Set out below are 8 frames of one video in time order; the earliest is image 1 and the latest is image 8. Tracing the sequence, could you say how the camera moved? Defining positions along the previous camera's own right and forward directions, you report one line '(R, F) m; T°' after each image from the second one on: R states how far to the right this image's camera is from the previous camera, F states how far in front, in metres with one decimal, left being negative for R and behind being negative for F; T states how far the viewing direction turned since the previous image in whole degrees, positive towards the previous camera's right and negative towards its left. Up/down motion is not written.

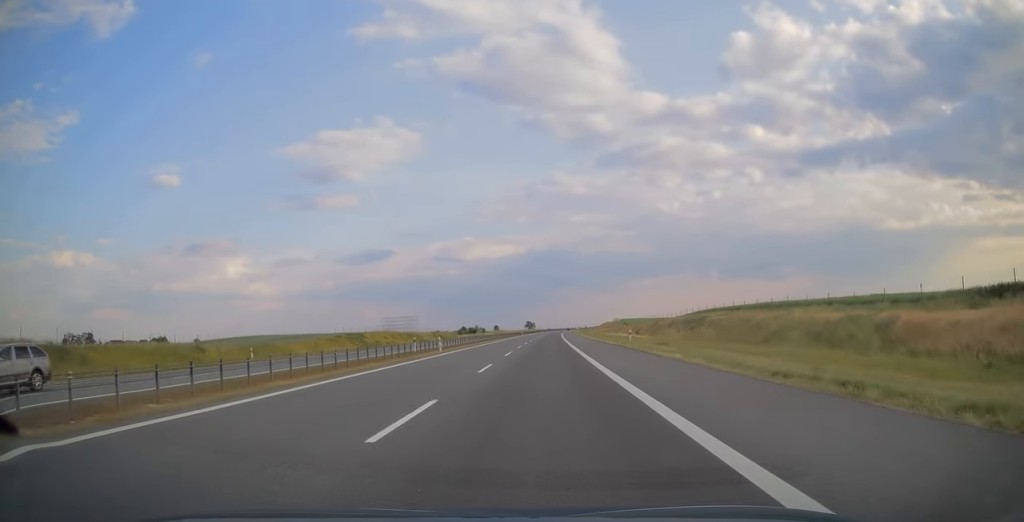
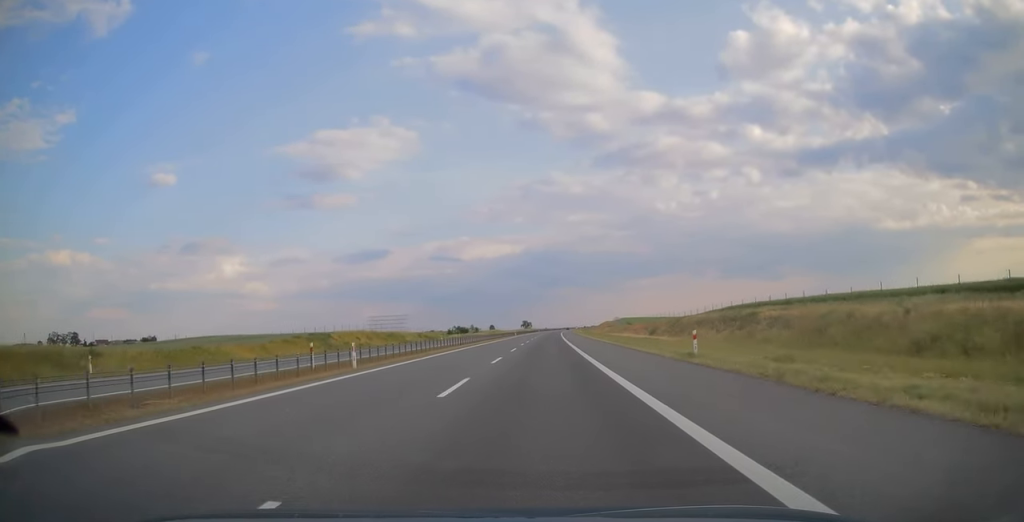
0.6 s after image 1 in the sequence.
(0.0, +19.1) m; 0°
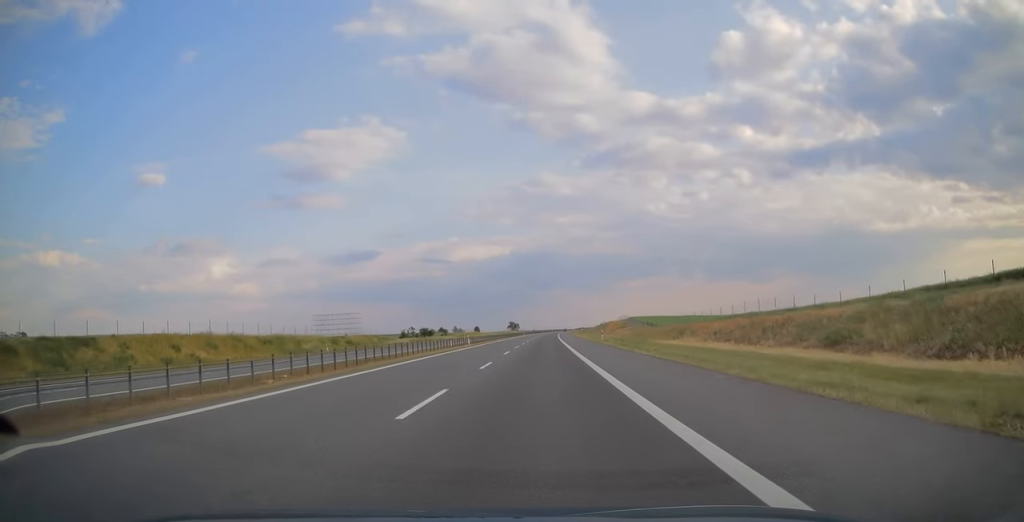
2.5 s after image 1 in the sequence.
(+0.5, +62.7) m; +1°
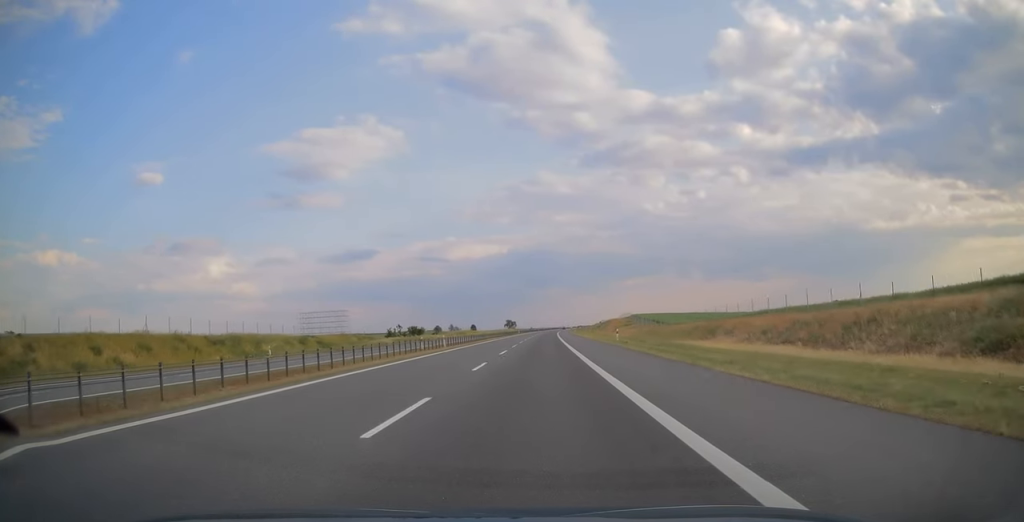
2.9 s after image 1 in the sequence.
(0.0, +13.6) m; 0°
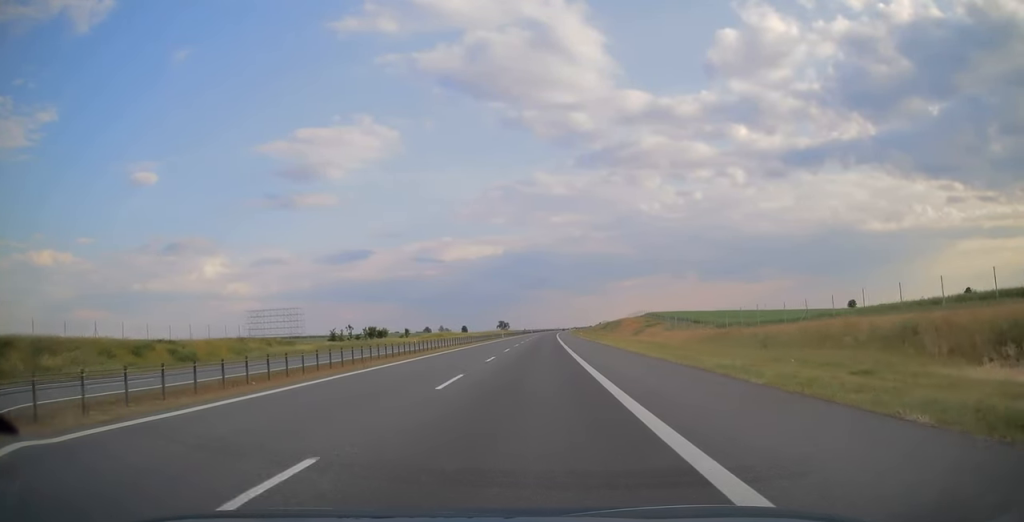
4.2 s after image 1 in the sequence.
(+0.2, +41.6) m; 0°
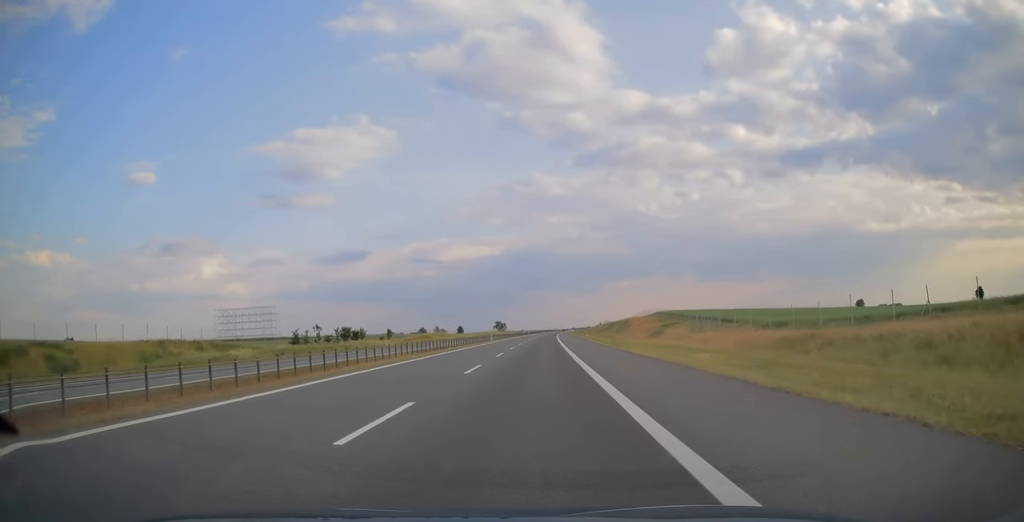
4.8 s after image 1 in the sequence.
(0.0, +18.6) m; 0°
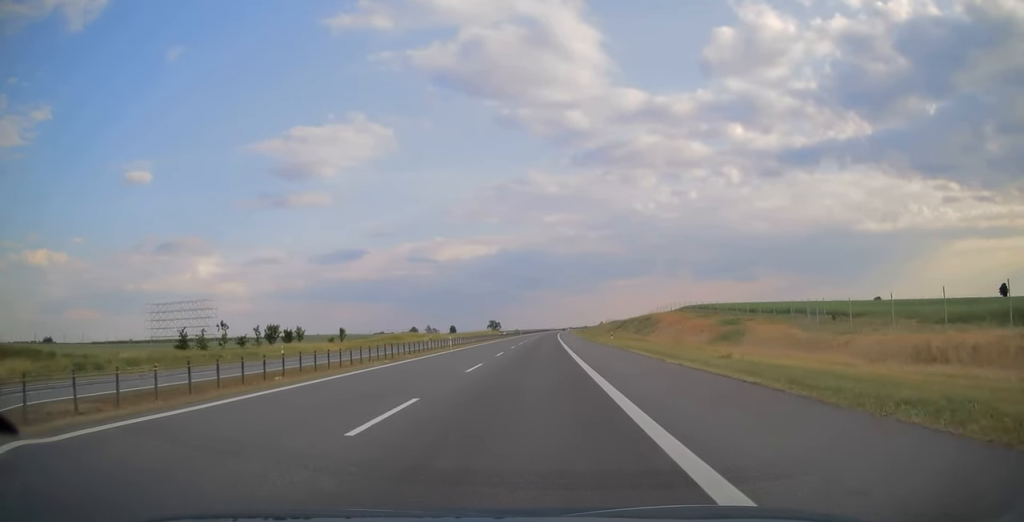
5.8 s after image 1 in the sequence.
(+0.2, +35.6) m; 0°
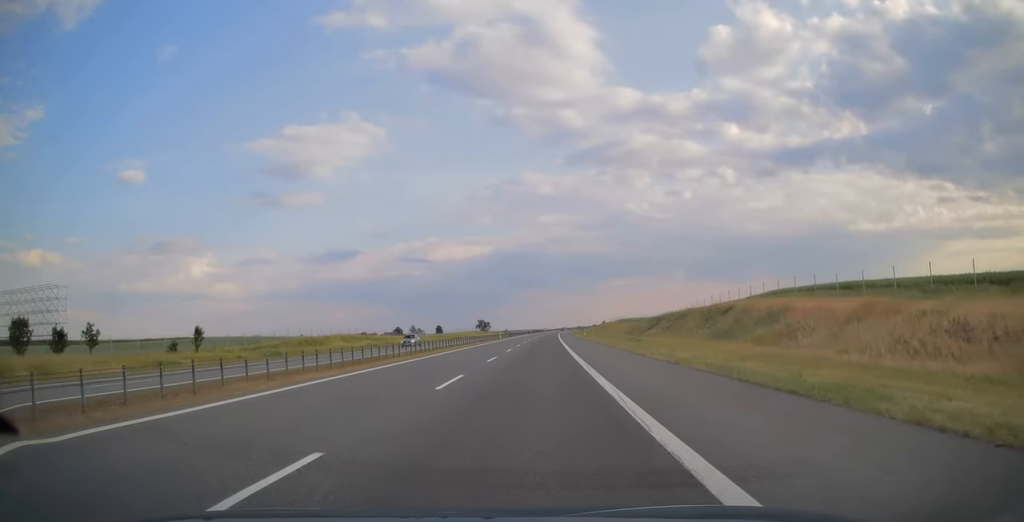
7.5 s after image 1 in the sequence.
(+0.2, +53.6) m; 0°
